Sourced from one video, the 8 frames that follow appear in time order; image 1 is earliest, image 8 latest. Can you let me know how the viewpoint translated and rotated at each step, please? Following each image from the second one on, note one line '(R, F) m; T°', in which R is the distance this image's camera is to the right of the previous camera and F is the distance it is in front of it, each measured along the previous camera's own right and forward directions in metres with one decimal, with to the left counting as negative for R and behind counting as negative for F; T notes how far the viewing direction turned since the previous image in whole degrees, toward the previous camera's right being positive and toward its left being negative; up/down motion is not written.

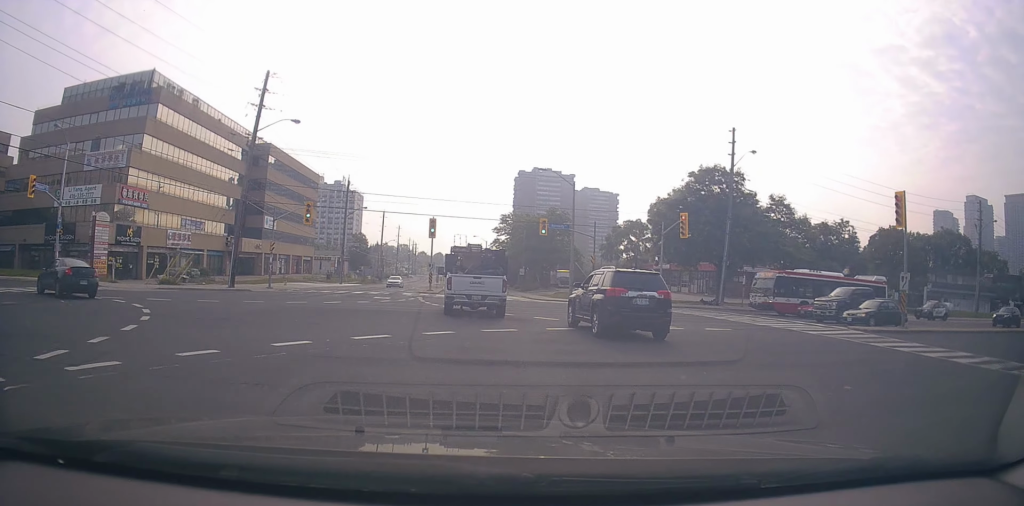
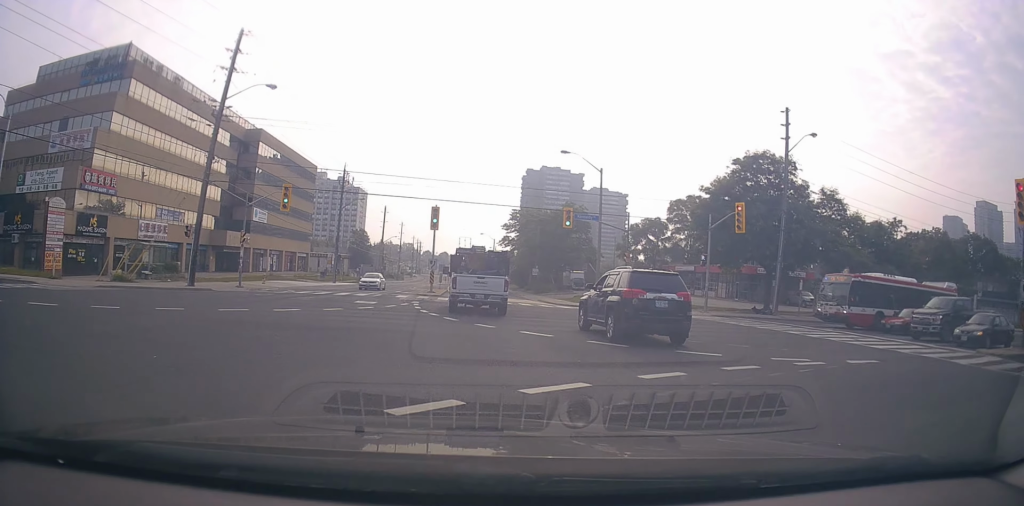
(-0.3, +7.0) m; +3°
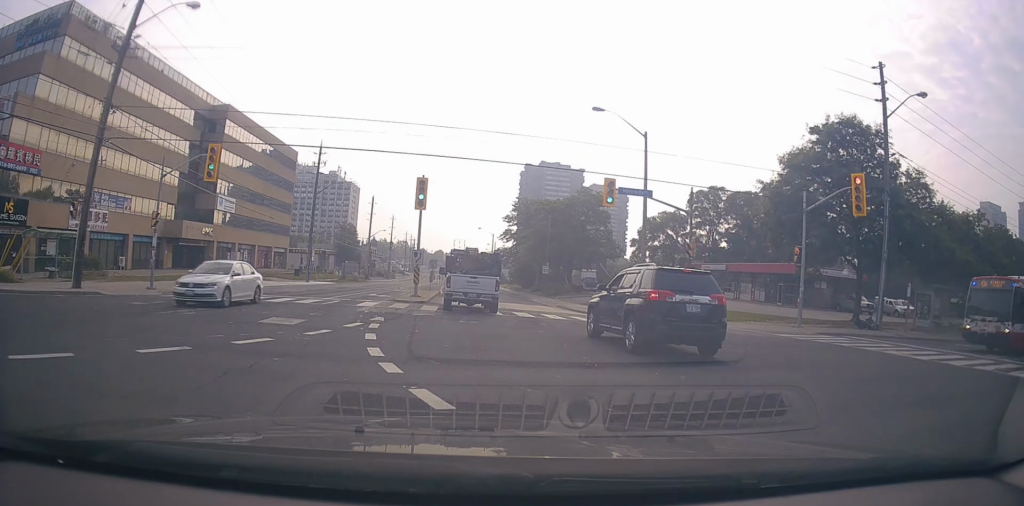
(+0.8, +11.1) m; +2°
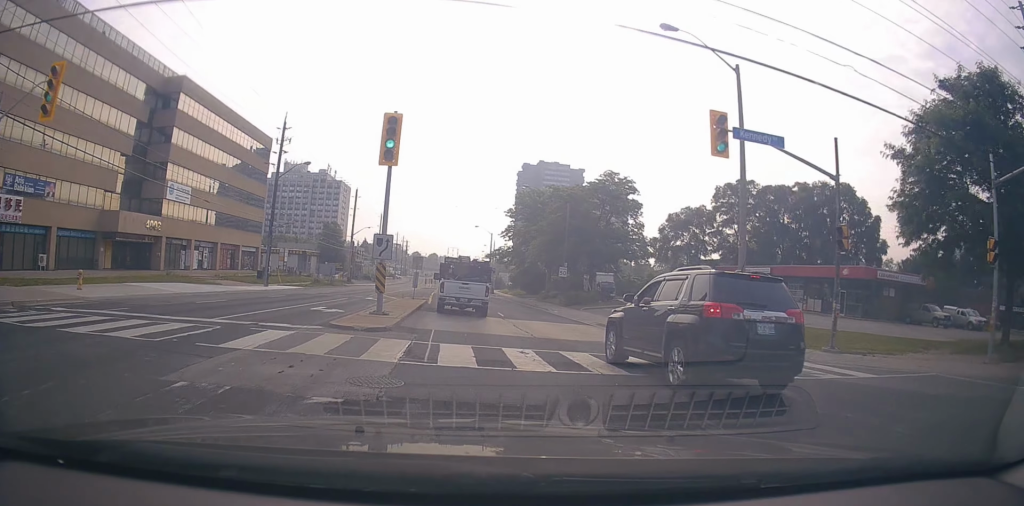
(-0.4, +12.1) m; 0°
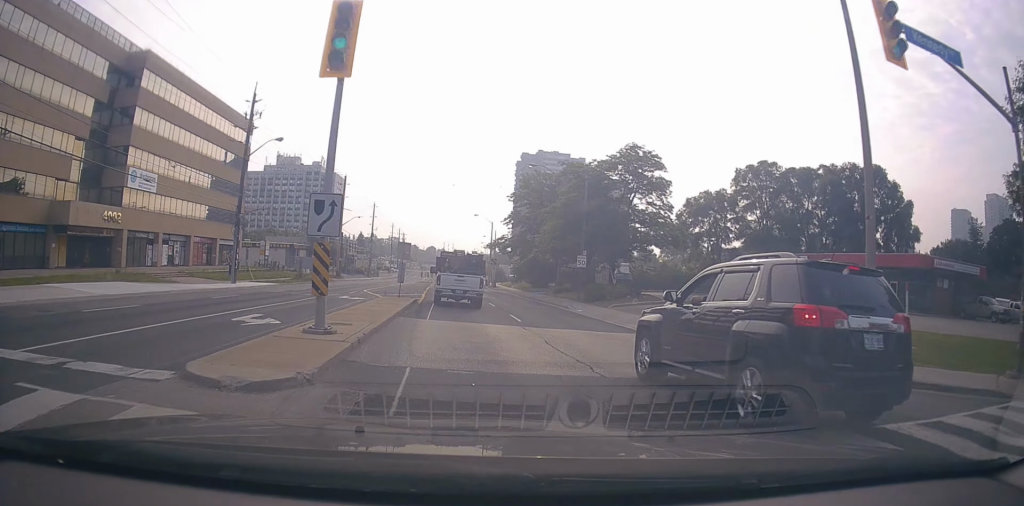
(0.0, +7.3) m; +2°
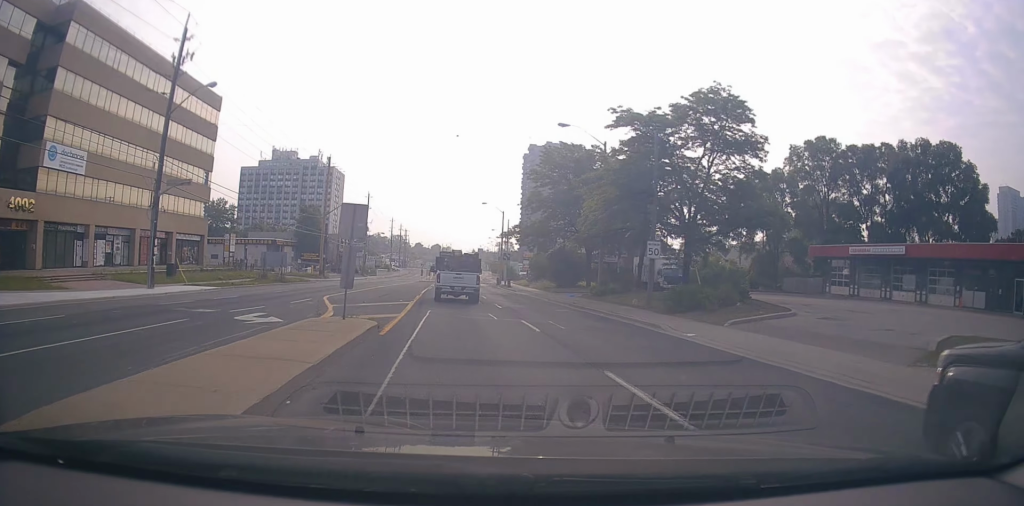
(+0.4, +13.0) m; 0°
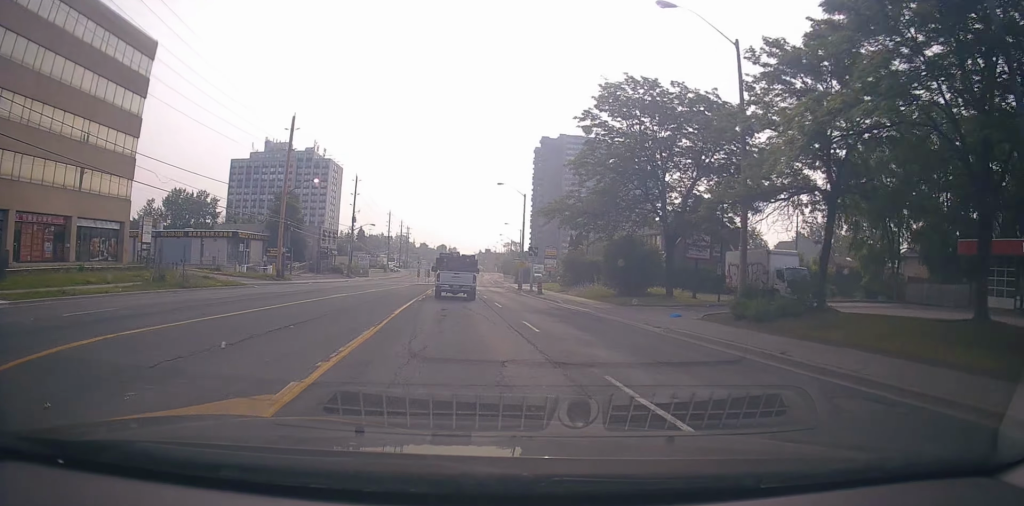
(-0.4, +18.5) m; -3°
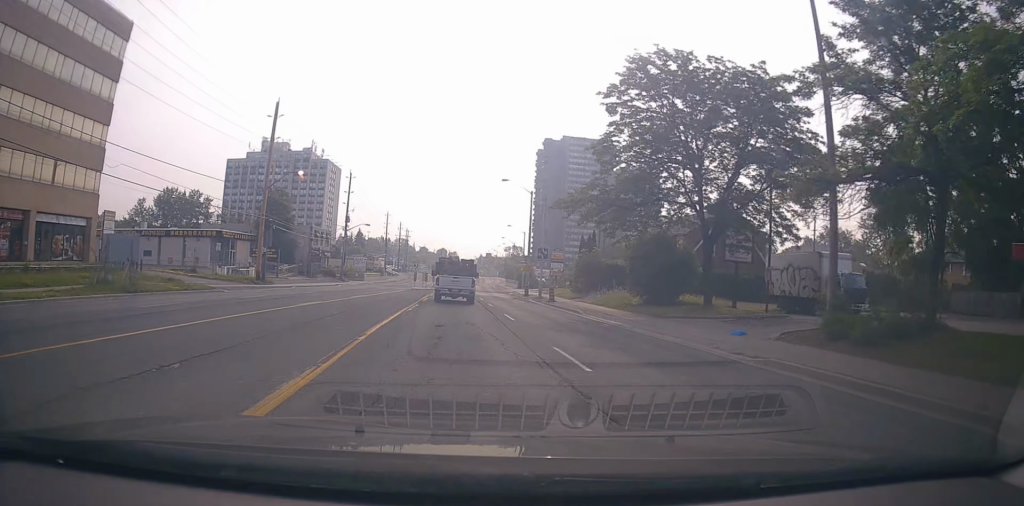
(-0.1, +5.3) m; -1°
